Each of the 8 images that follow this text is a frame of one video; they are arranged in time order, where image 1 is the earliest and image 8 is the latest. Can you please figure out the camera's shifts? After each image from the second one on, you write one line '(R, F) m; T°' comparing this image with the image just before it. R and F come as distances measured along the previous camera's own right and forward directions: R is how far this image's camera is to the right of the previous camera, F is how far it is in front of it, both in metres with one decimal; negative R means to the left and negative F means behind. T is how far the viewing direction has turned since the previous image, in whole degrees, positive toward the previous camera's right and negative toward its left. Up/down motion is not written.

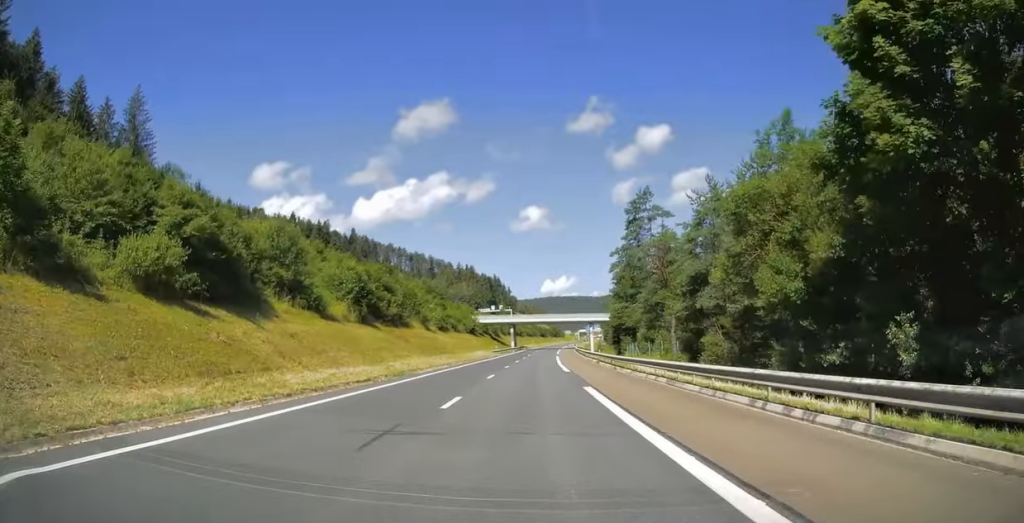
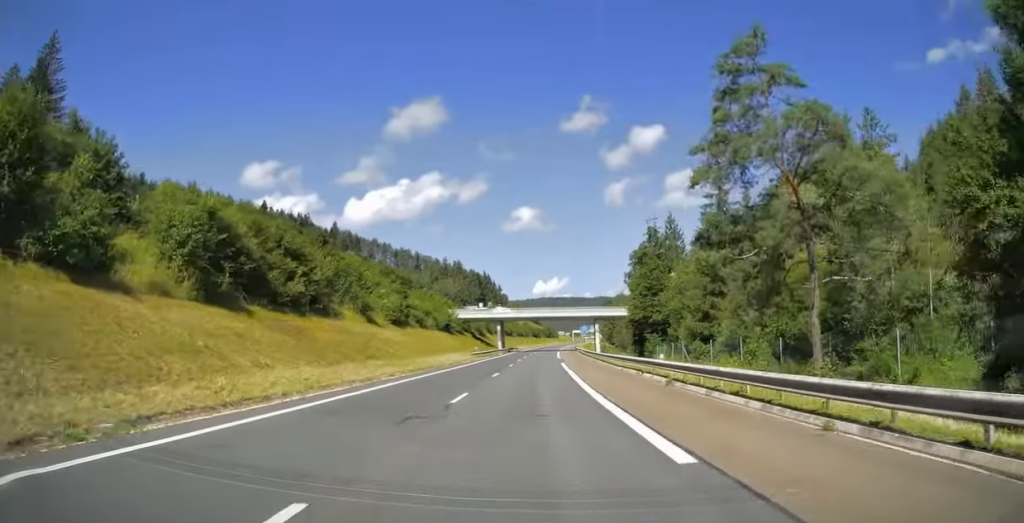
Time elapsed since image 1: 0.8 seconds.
(+0.1, +24.7) m; +1°
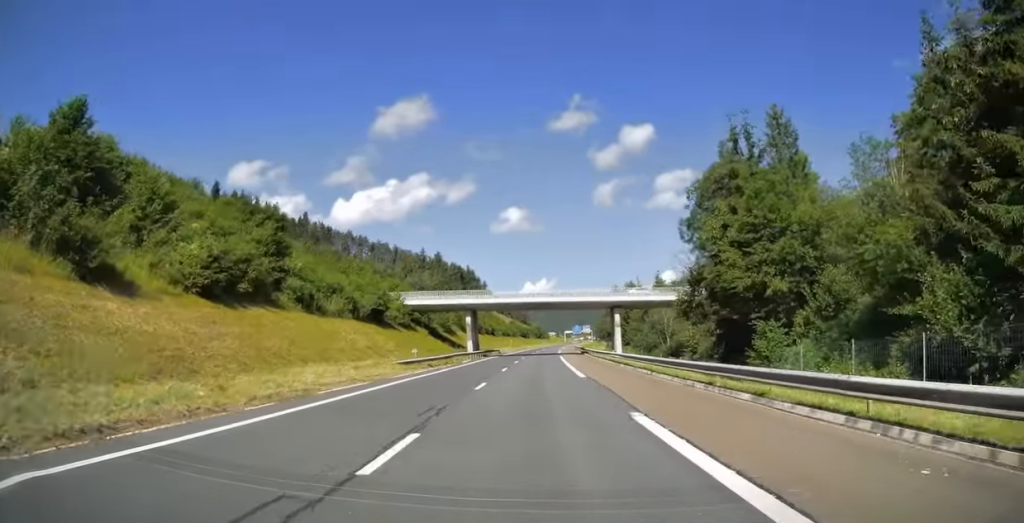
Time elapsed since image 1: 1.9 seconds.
(+0.3, +34.9) m; +1°
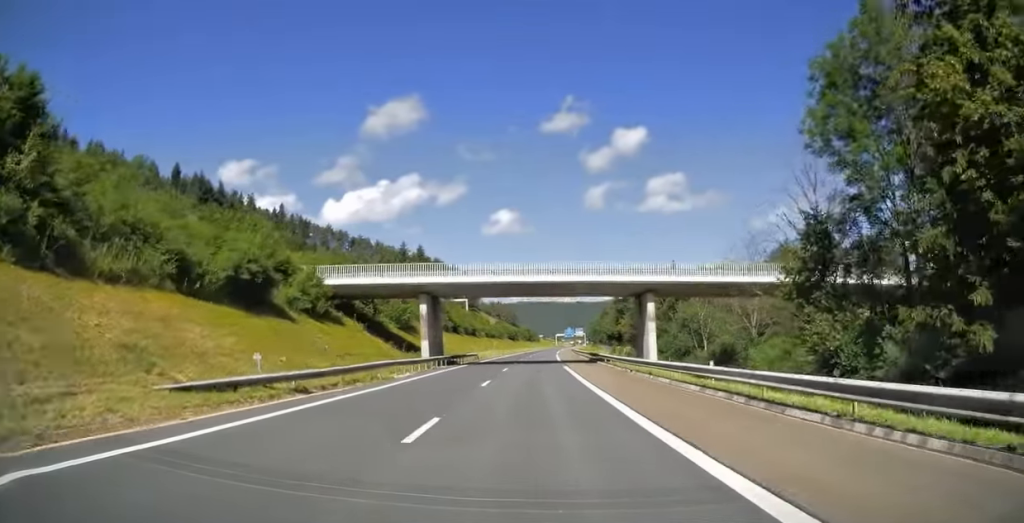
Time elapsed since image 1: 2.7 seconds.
(+0.3, +23.7) m; +1°
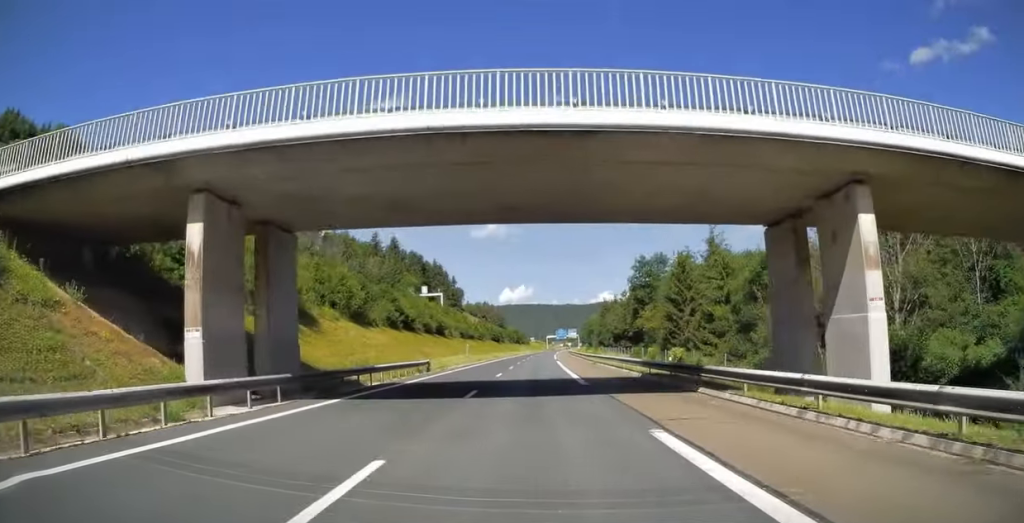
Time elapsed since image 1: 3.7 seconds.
(+0.3, +30.8) m; +1°
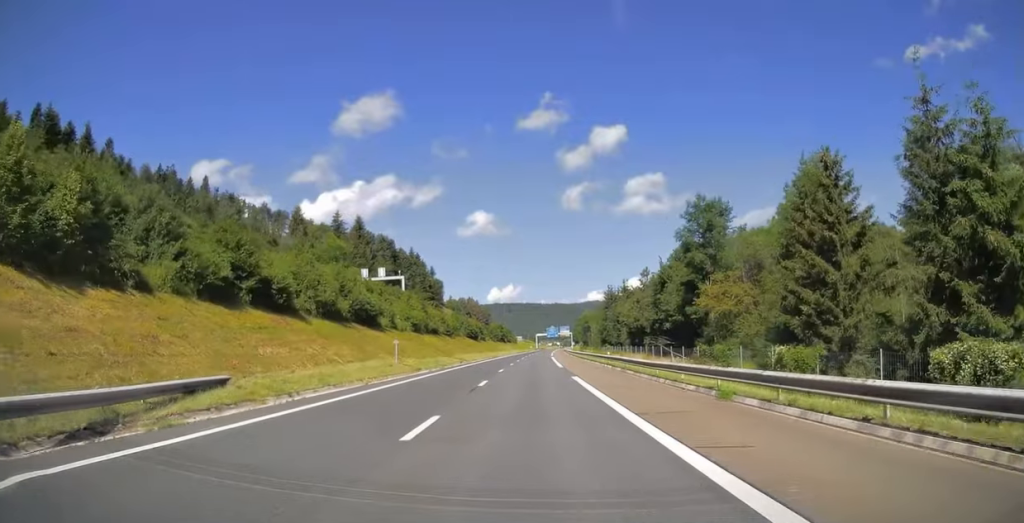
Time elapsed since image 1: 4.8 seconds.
(+0.2, +34.2) m; +1°
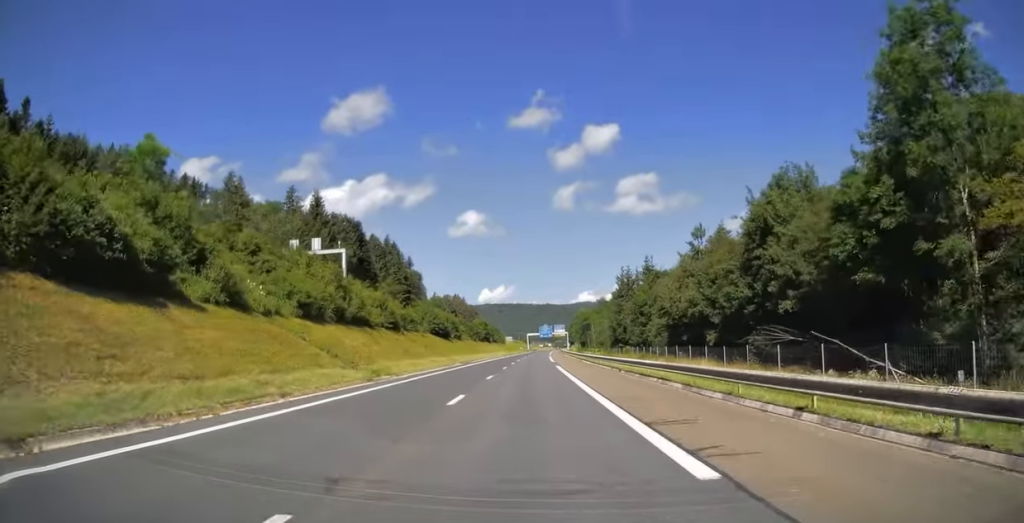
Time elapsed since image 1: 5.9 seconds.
(+0.6, +33.7) m; +1°
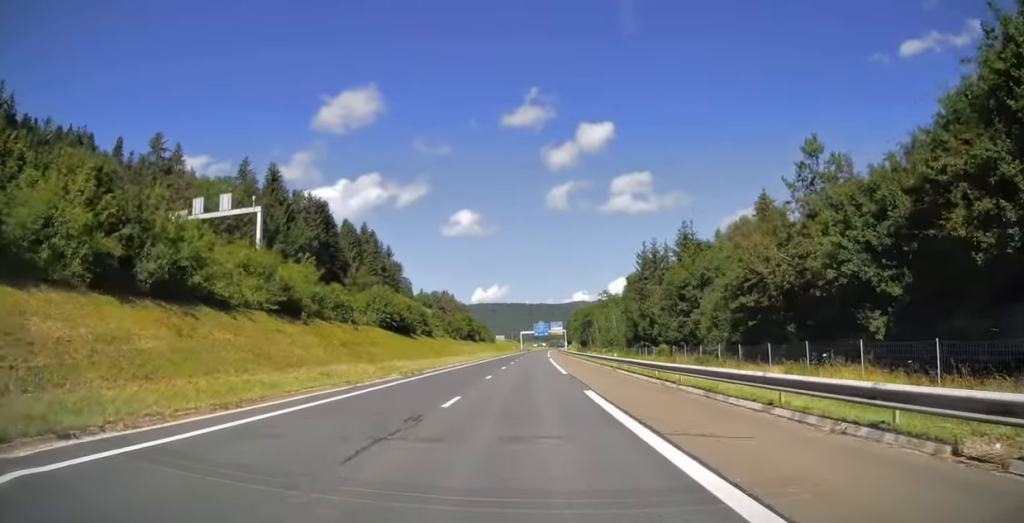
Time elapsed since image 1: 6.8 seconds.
(+0.2, +26.5) m; 0°
